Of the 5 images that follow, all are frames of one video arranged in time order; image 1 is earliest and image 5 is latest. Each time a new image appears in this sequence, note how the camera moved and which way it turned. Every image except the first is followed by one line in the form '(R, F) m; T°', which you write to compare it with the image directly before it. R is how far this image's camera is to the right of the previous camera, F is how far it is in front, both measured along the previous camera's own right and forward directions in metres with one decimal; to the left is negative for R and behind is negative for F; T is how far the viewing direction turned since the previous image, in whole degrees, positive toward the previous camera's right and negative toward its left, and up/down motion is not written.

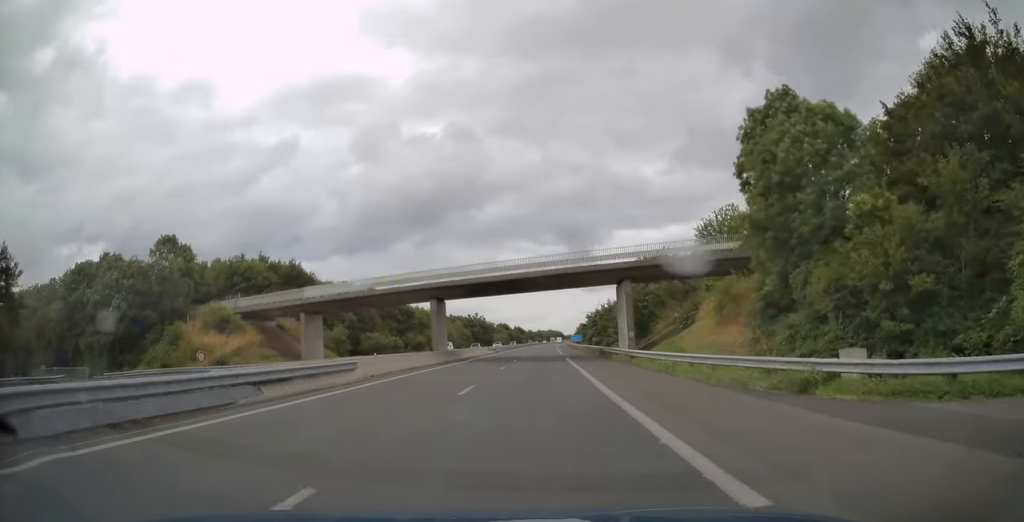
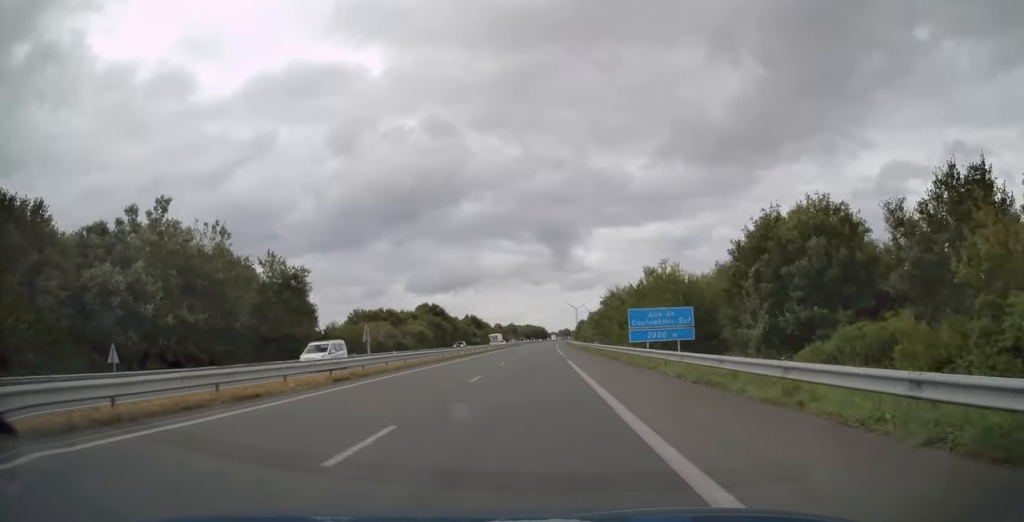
(+0.5, +164.3) m; +2°
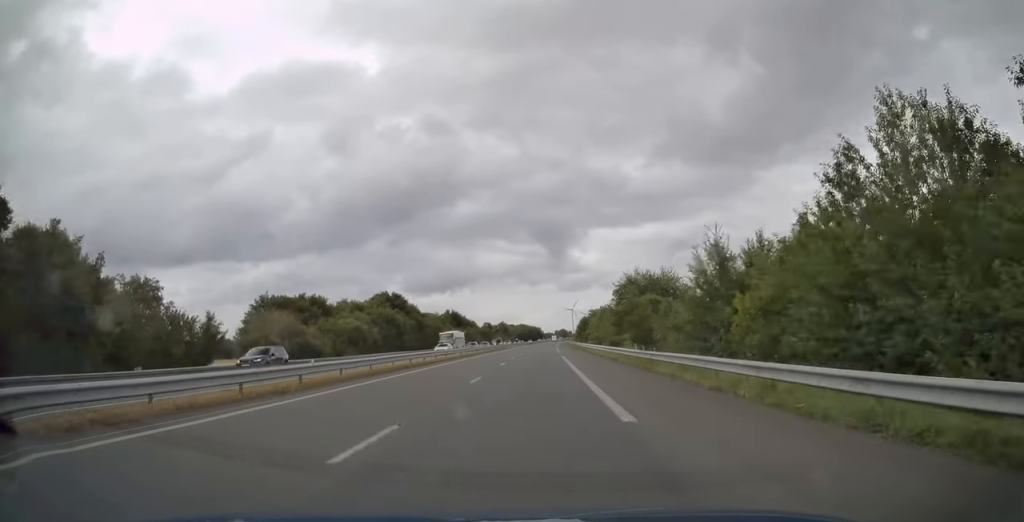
(+0.3, +38.6) m; 0°
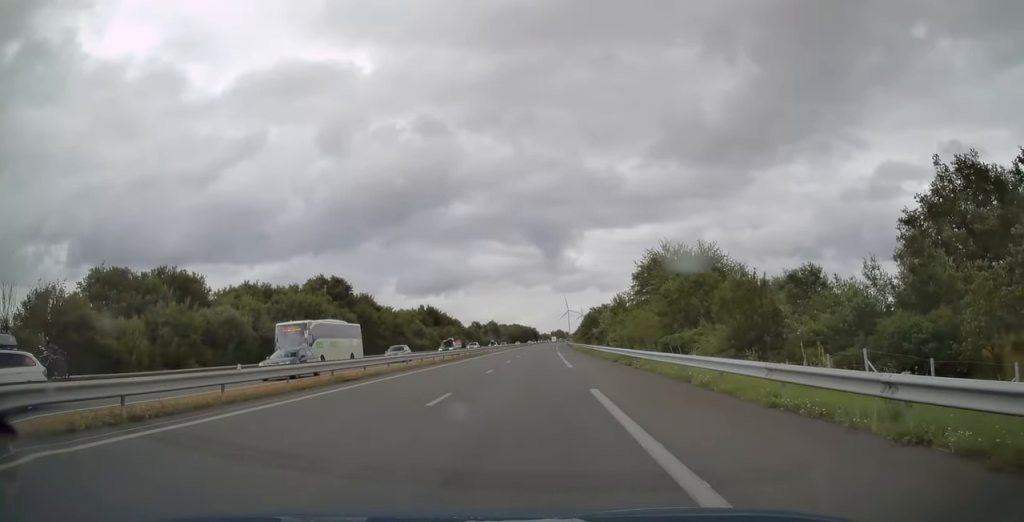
(-0.2, +32.7) m; 0°
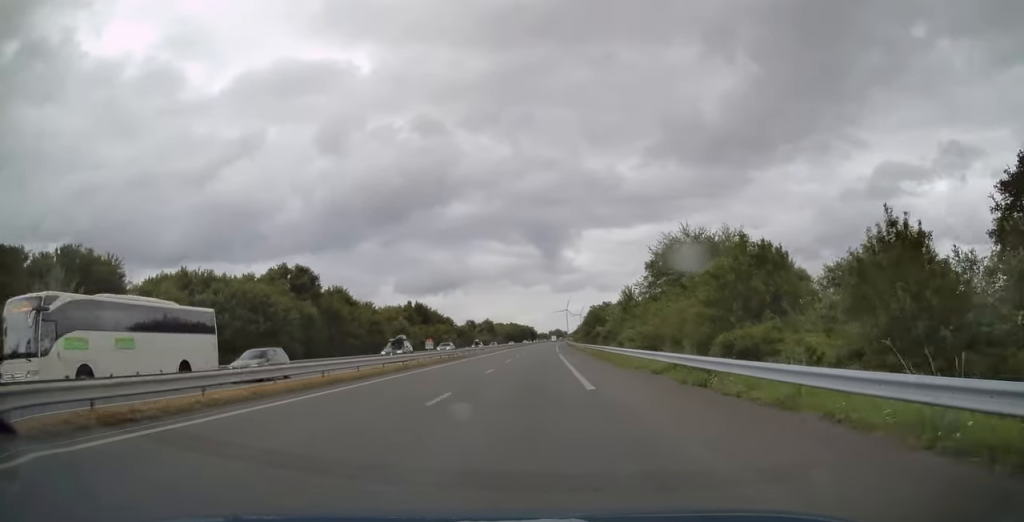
(+0.1, +12.8) m; 0°
